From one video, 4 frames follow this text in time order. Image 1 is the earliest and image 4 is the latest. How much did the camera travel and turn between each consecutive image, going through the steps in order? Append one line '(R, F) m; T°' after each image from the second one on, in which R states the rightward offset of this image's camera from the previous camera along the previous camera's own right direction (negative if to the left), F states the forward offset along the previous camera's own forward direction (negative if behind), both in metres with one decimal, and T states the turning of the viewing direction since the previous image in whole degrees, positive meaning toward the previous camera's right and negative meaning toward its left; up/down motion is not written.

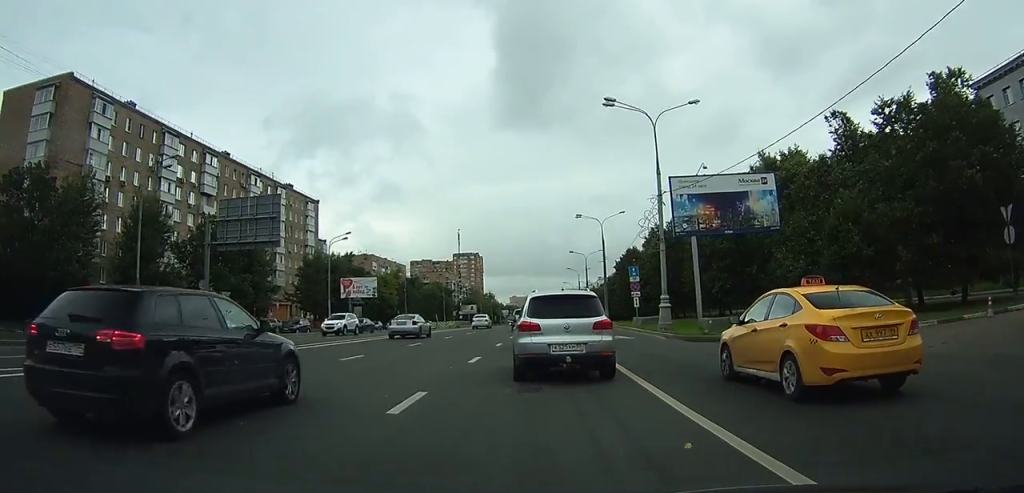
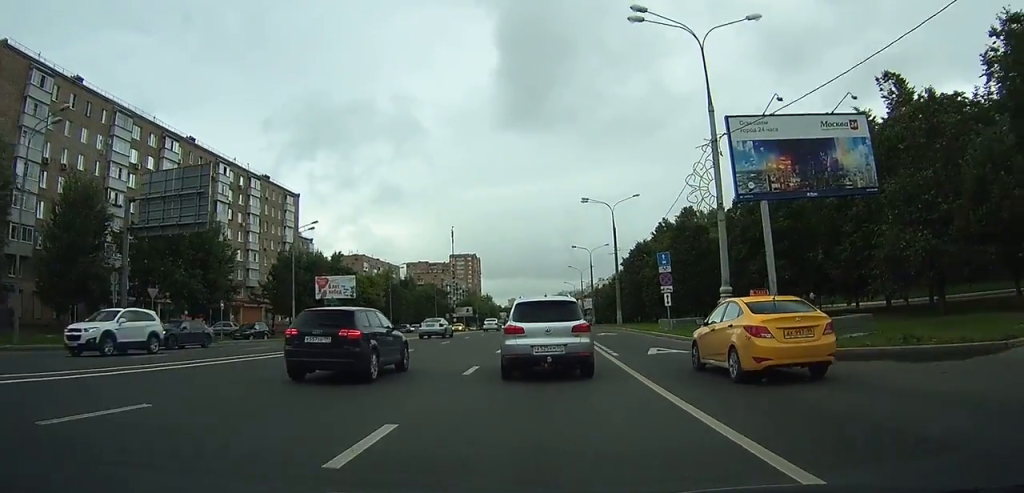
(0.0, +10.8) m; 0°
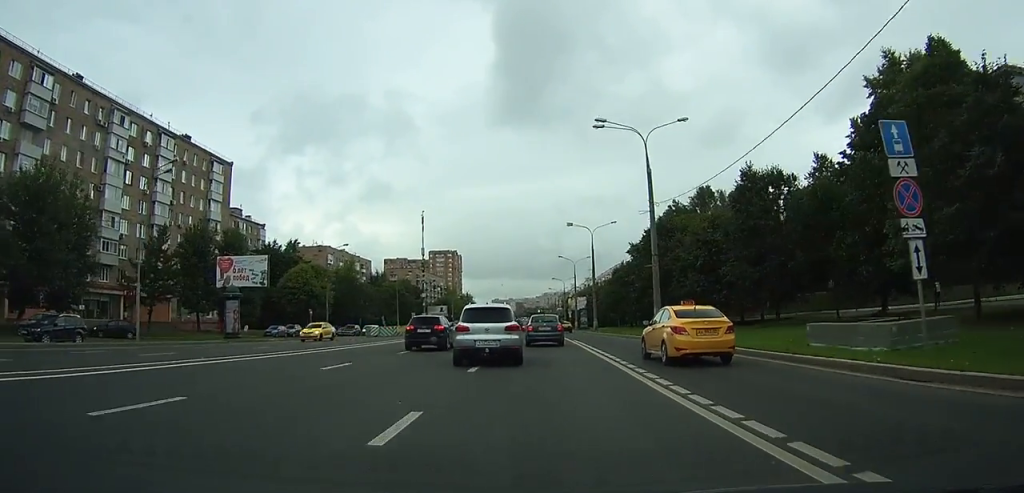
(+0.3, +23.1) m; +1°
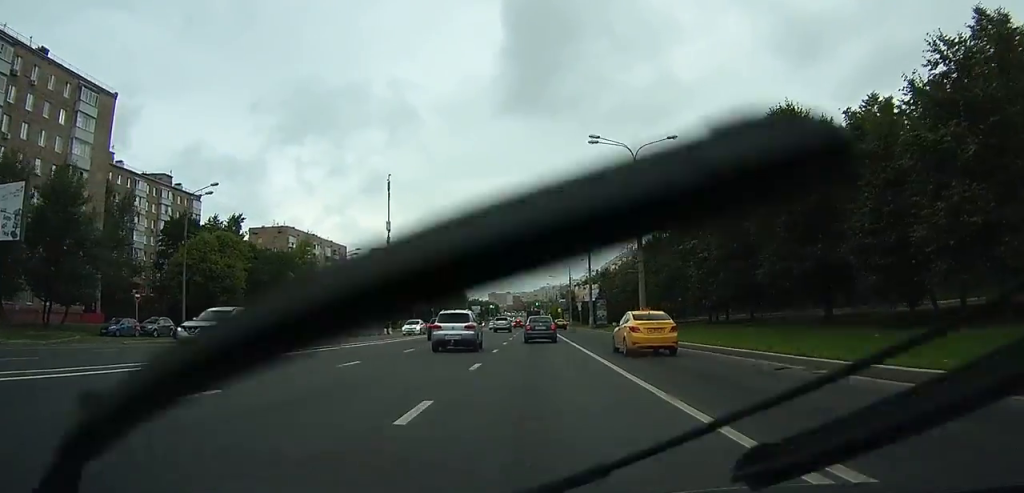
(+0.2, +30.7) m; 0°
